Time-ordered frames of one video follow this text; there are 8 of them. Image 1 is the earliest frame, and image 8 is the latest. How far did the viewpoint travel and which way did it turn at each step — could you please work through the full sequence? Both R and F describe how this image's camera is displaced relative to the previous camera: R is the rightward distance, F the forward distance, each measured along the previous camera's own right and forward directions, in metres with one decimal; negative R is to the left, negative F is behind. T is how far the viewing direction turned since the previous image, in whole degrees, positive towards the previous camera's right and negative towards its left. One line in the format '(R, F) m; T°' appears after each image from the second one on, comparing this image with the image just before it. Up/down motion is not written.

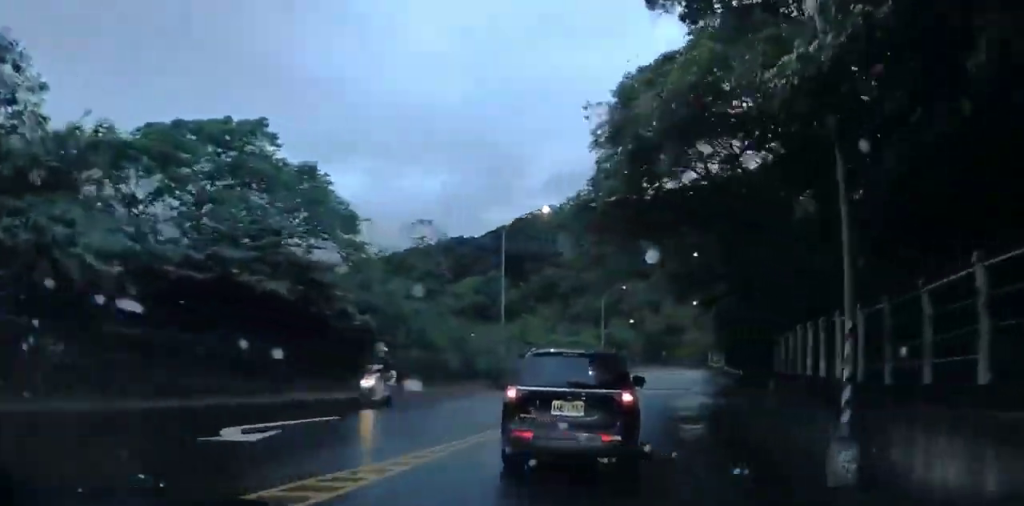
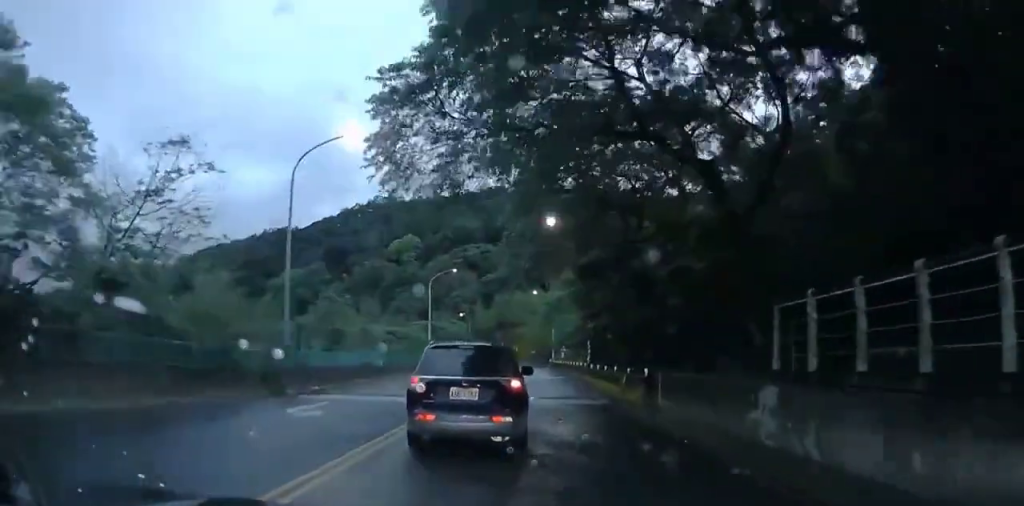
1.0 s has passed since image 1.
(0.0, +12.5) m; 0°
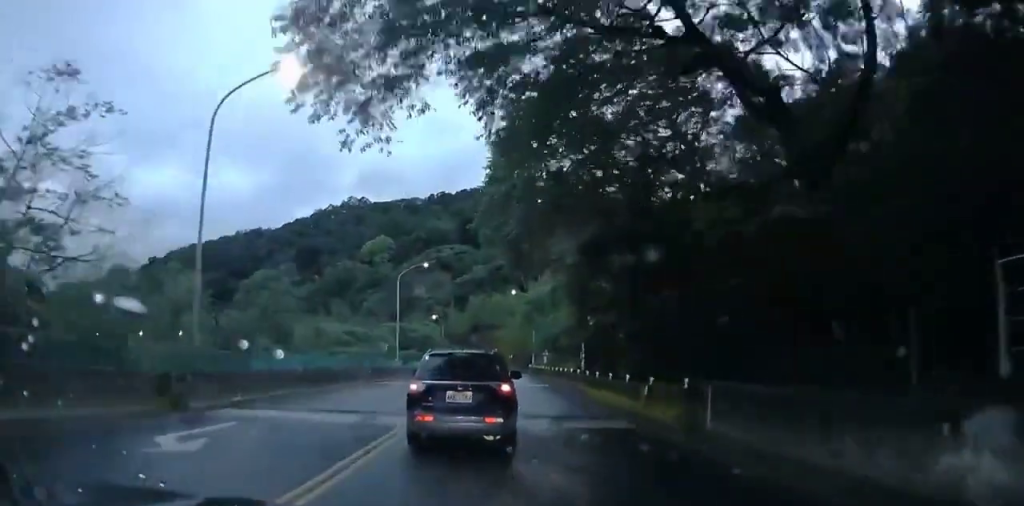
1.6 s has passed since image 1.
(0.0, +6.3) m; 0°
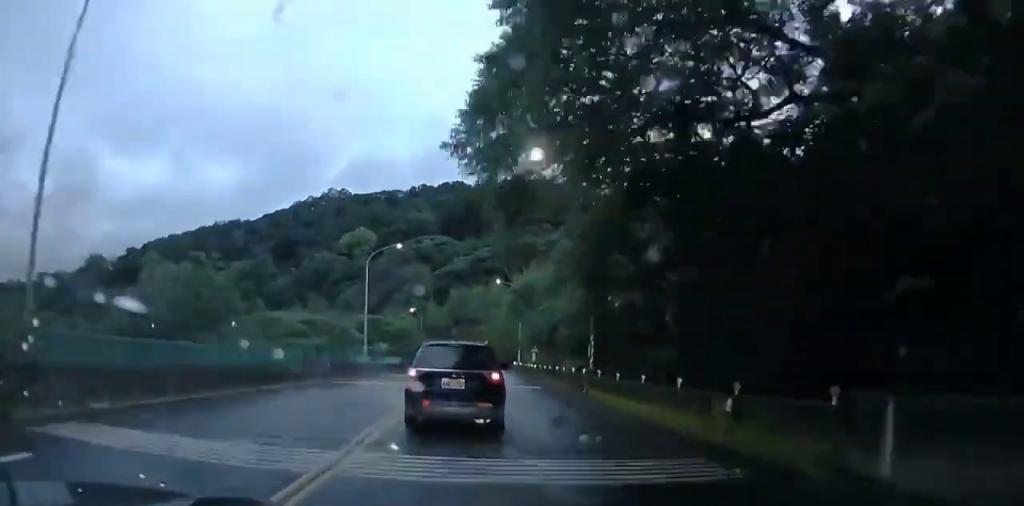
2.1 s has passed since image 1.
(0.0, +6.2) m; 0°
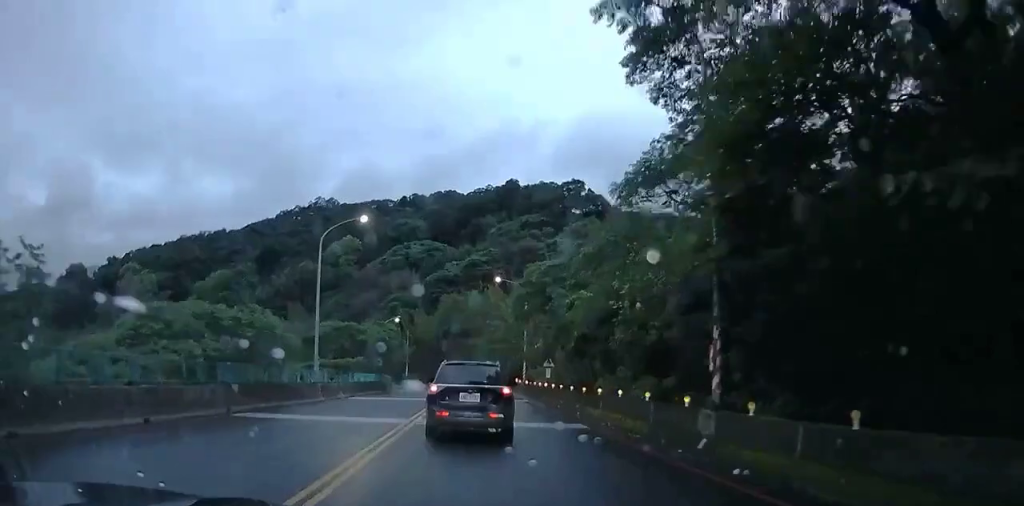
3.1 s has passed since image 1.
(0.0, +11.3) m; +1°
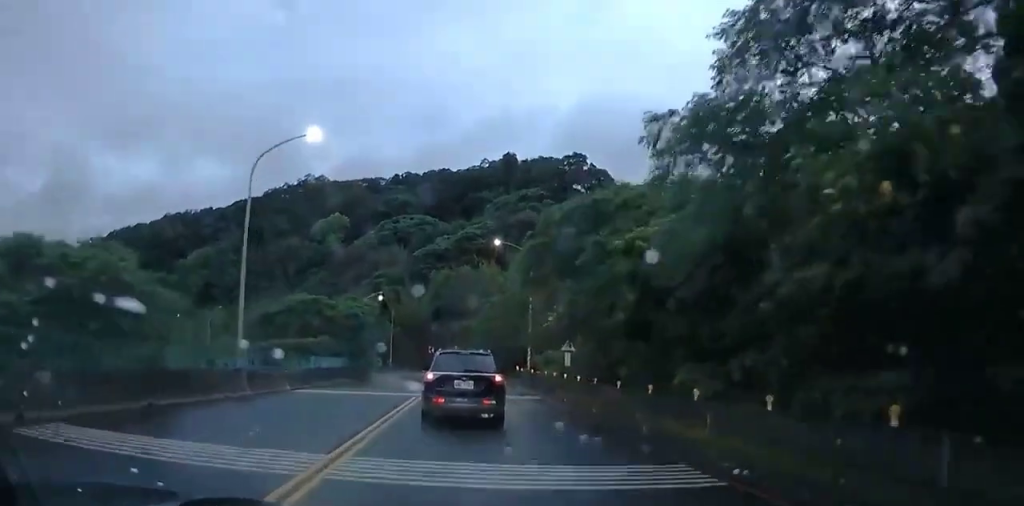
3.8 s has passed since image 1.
(-0.2, +8.4) m; +4°
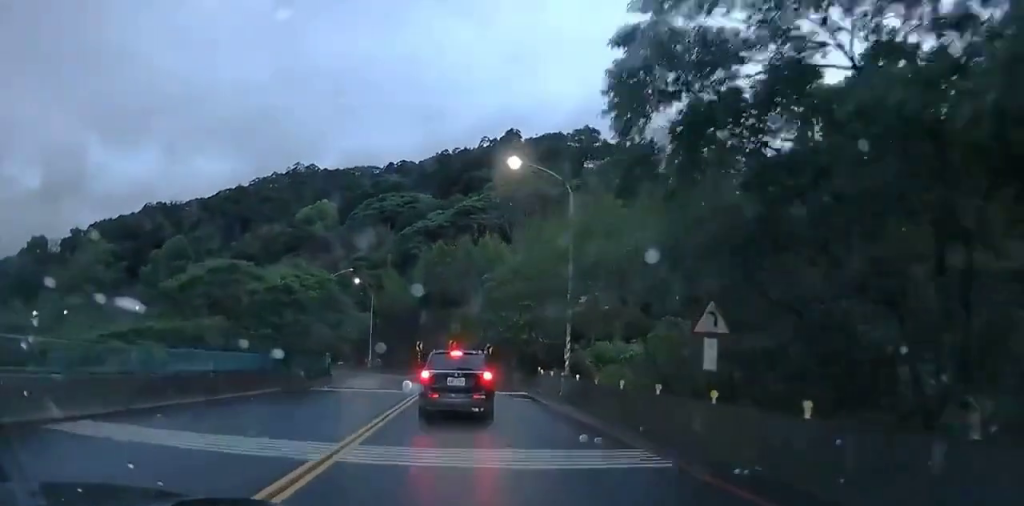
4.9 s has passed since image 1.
(+1.3, +16.0) m; +7°
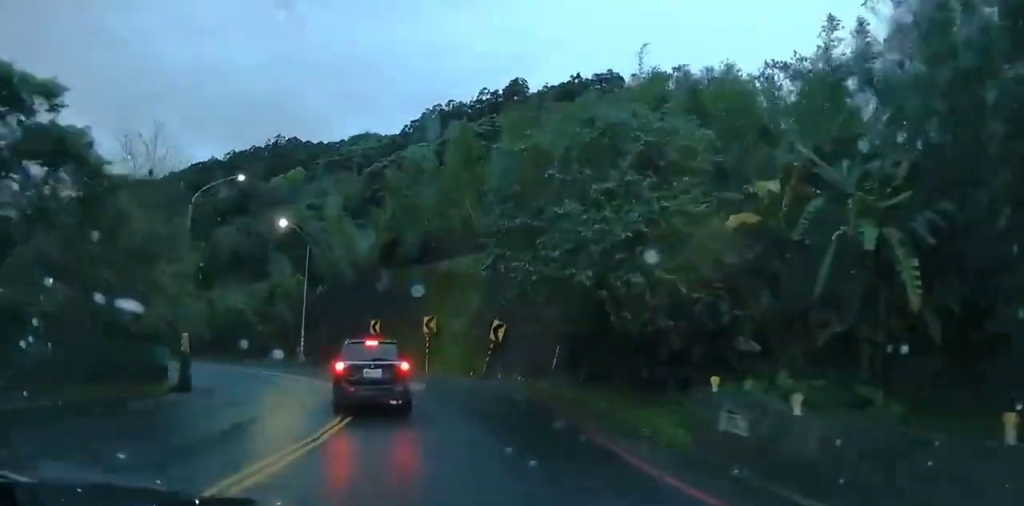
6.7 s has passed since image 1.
(+1.2, +28.6) m; +2°
